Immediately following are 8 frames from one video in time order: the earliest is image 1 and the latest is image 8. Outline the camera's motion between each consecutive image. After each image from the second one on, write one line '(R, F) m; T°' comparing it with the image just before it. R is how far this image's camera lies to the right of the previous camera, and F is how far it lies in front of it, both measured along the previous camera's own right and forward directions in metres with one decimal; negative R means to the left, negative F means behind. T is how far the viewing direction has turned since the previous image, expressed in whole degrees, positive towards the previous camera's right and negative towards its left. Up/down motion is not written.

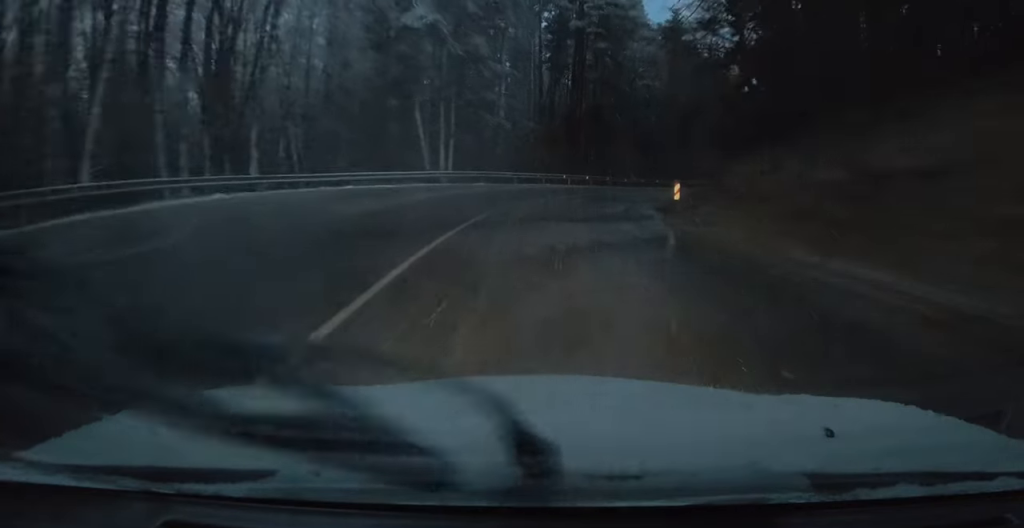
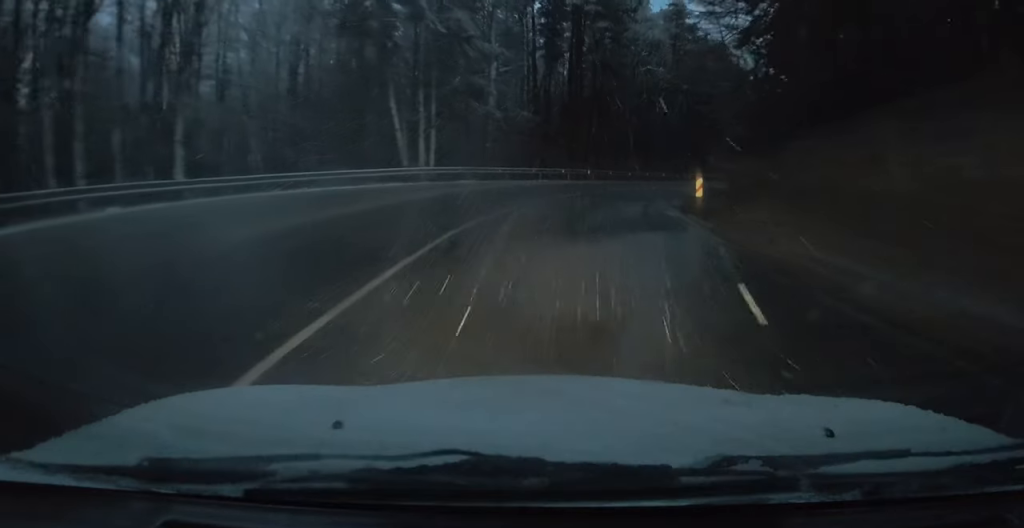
(0.0, +5.5) m; -1°
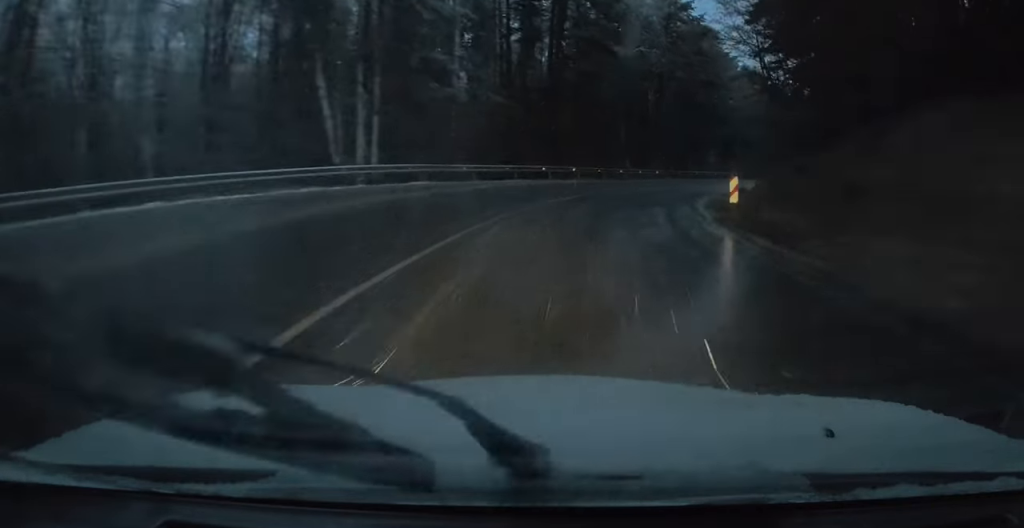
(-0.1, +8.1) m; -1°
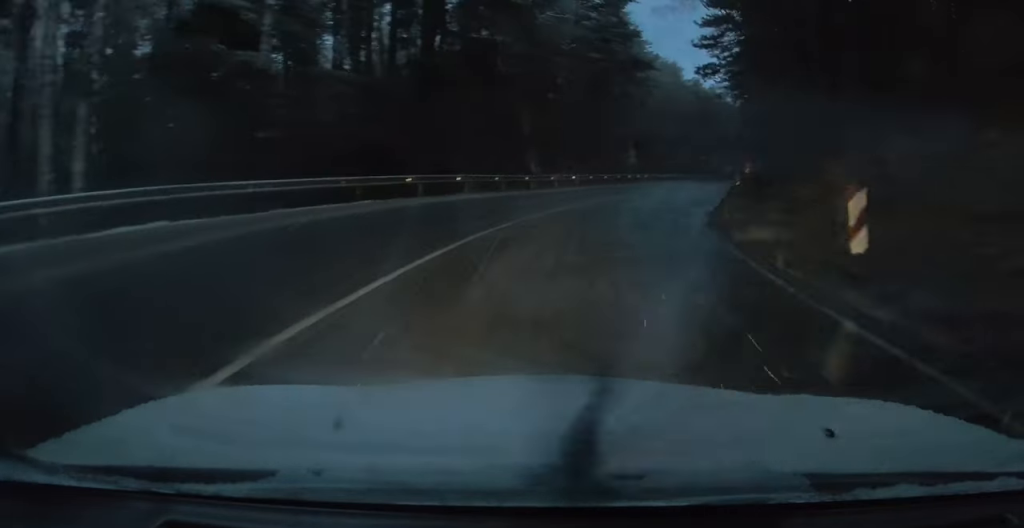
(-0.2, +13.8) m; +1°
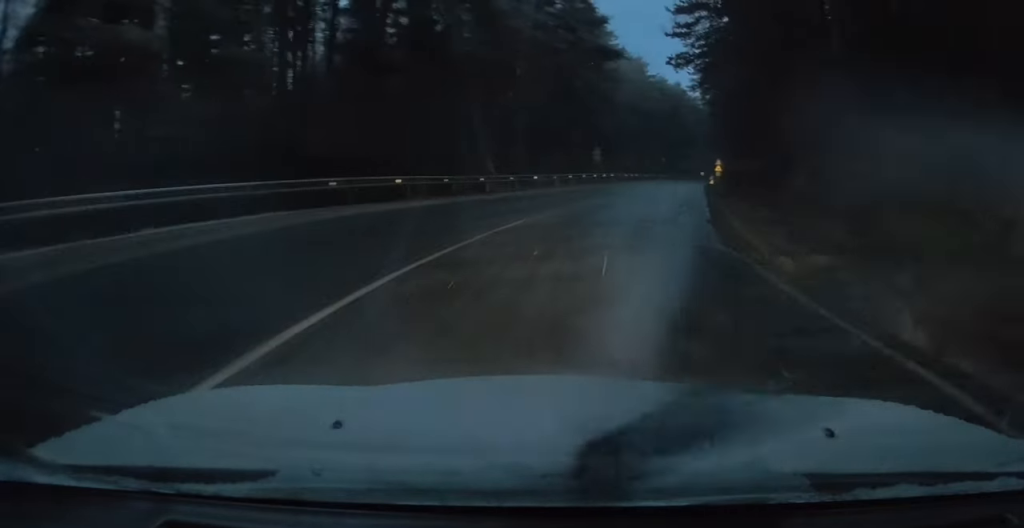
(0.0, +4.6) m; +1°
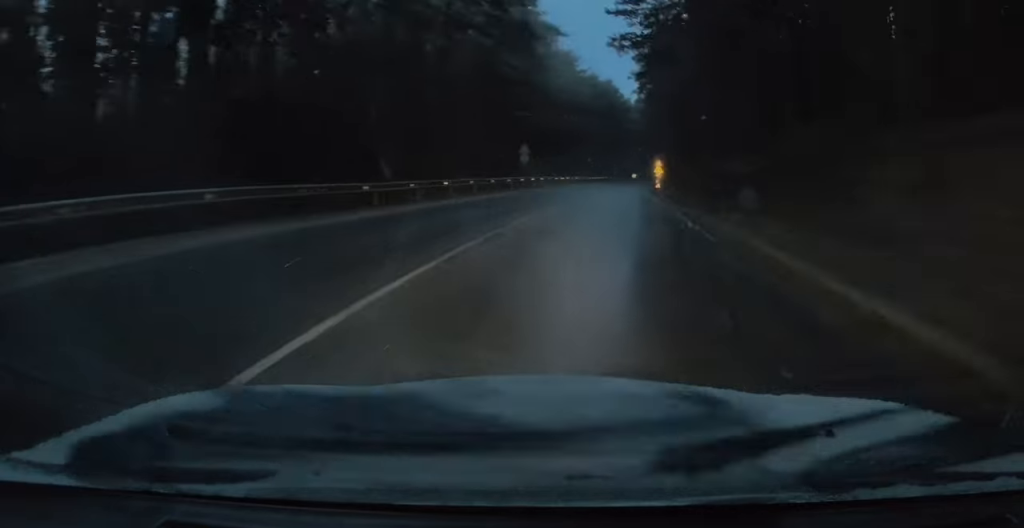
(+0.2, +8.8) m; +2°
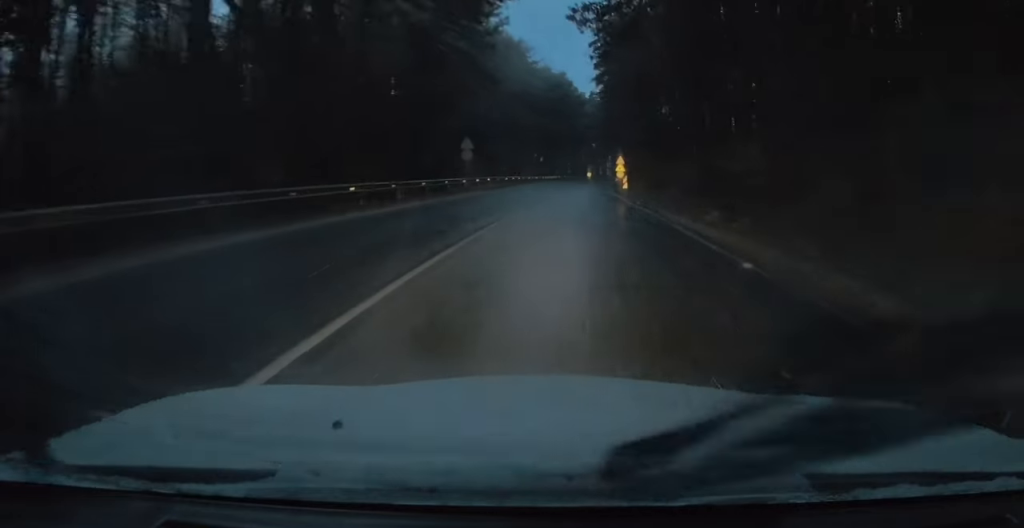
(+0.1, +7.8) m; 0°
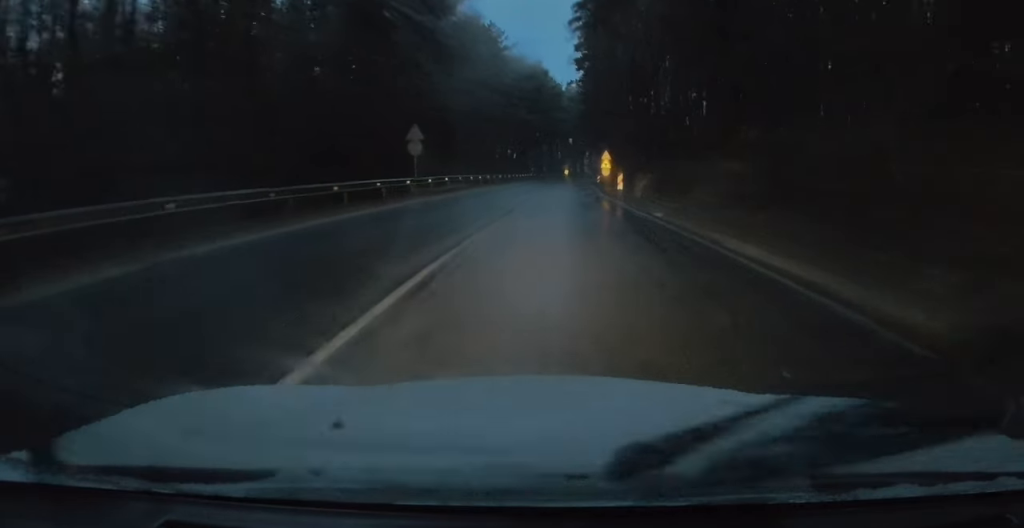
(0.0, +9.2) m; +1°
